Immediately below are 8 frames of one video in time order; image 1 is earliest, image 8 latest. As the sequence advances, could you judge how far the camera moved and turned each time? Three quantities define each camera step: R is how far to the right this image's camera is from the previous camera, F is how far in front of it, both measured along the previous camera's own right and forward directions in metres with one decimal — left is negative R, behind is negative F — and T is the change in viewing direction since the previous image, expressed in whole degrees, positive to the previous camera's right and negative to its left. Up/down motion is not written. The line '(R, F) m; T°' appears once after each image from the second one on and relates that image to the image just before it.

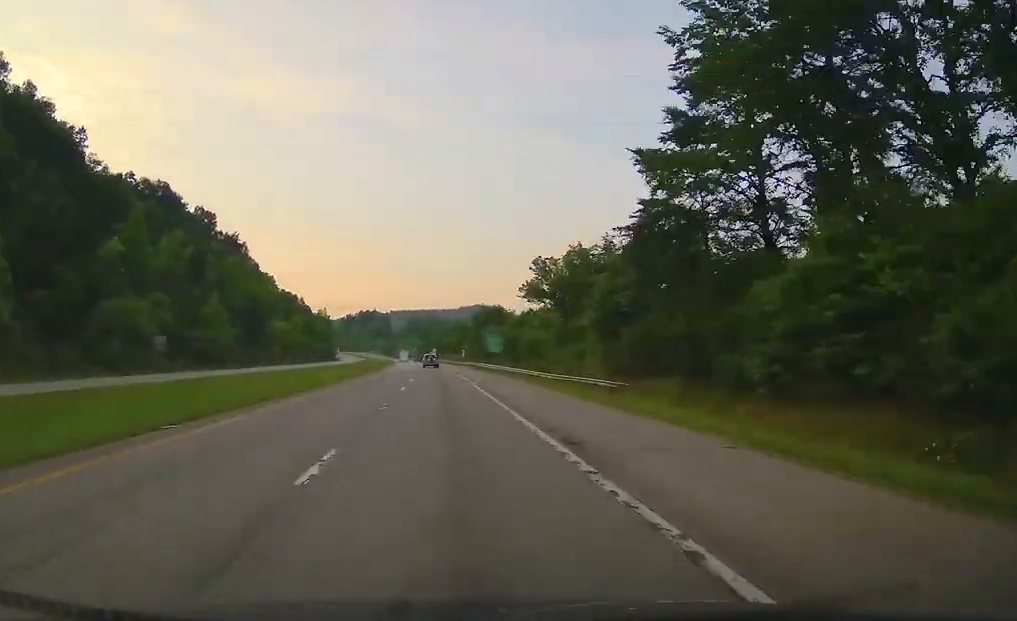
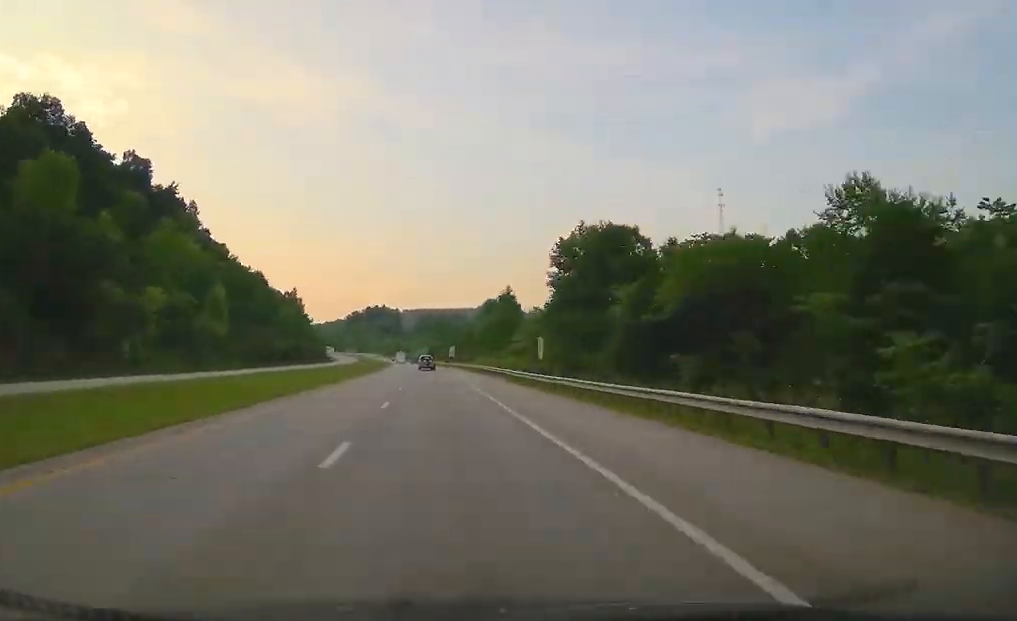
(-0.9, +83.9) m; -2°
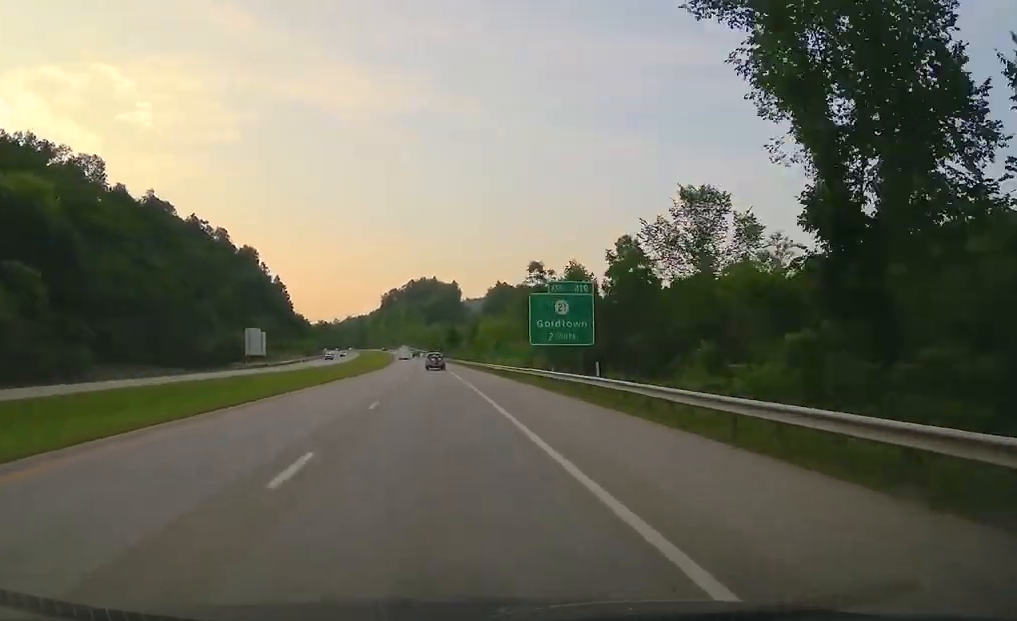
(-9.6, +232.9) m; -5°
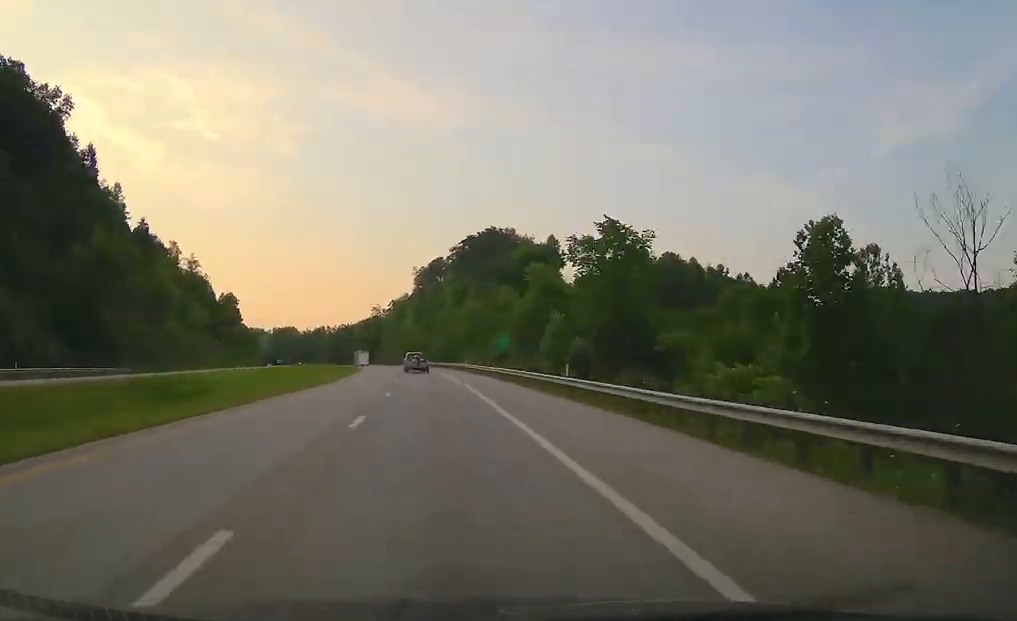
(-12.1, +221.8) m; -8°
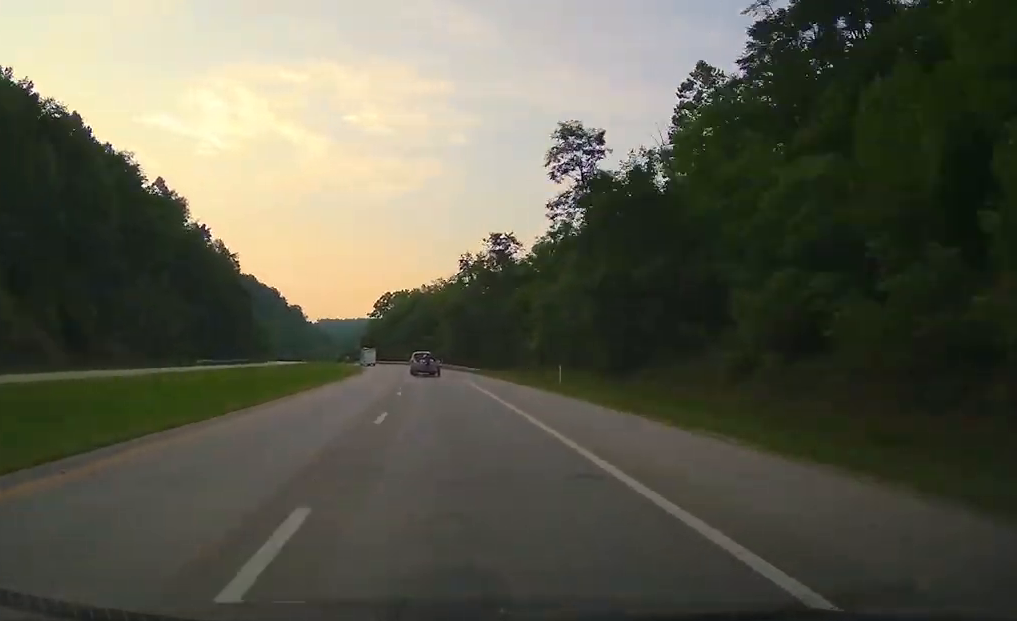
(-20.8, +214.9) m; -13°
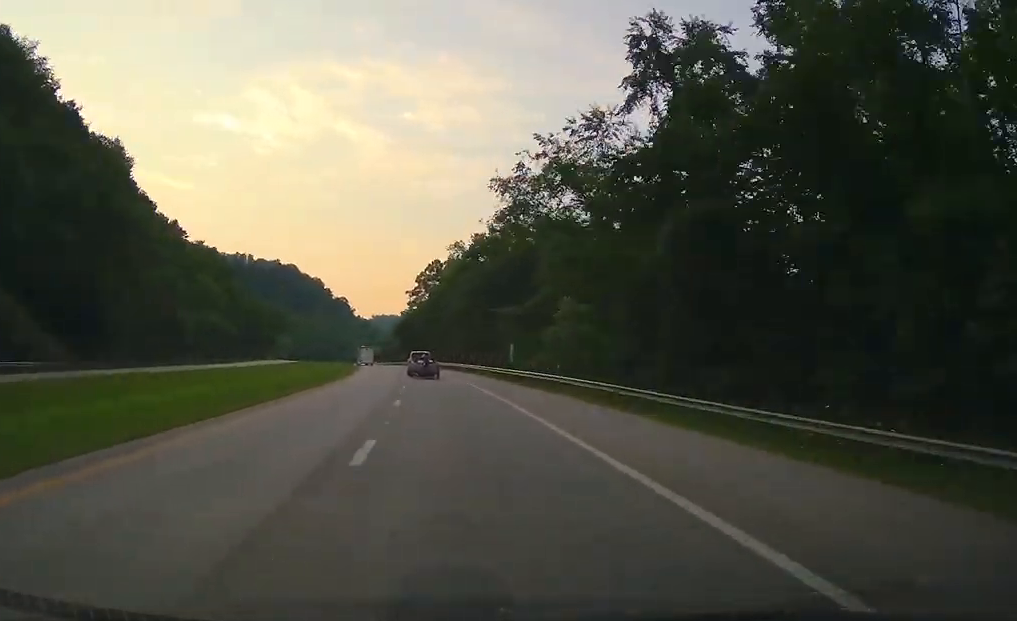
(-6.1, +81.4) m; -5°
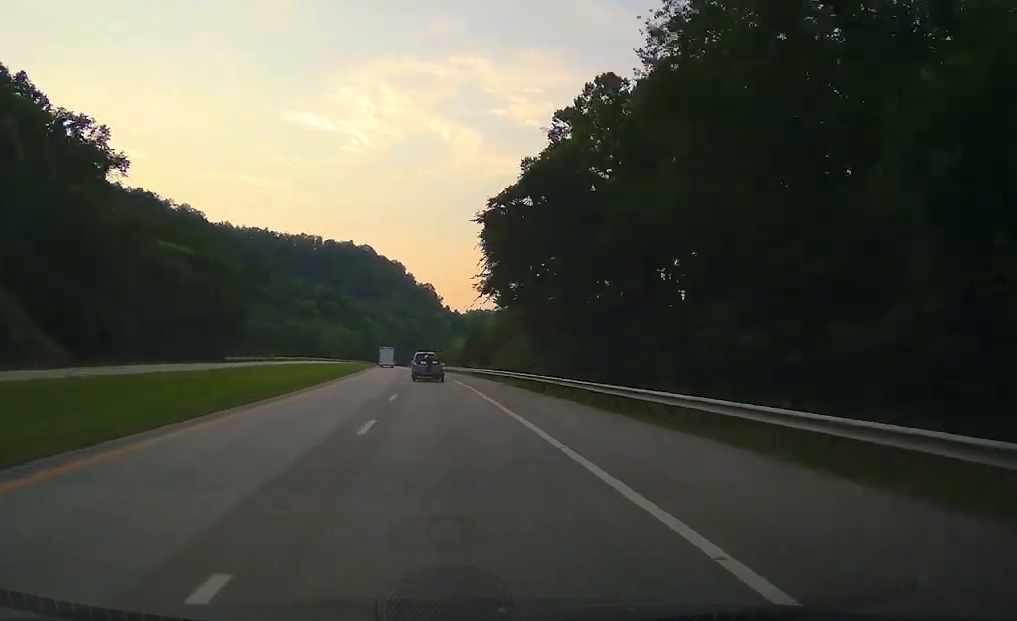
(-7.6, +116.9) m; -5°
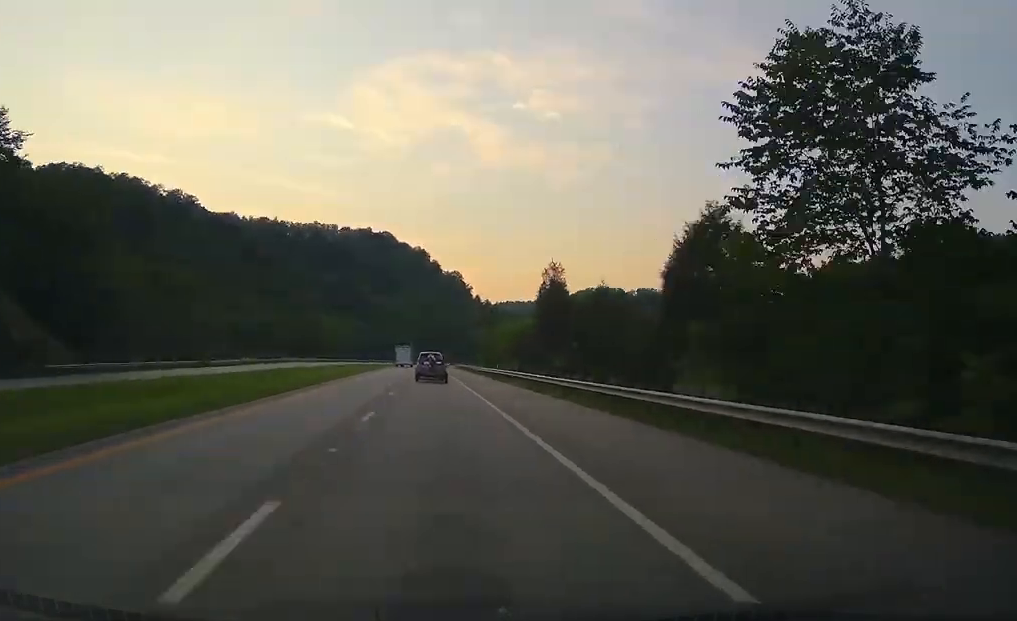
(-2.8, +58.1) m; -1°
